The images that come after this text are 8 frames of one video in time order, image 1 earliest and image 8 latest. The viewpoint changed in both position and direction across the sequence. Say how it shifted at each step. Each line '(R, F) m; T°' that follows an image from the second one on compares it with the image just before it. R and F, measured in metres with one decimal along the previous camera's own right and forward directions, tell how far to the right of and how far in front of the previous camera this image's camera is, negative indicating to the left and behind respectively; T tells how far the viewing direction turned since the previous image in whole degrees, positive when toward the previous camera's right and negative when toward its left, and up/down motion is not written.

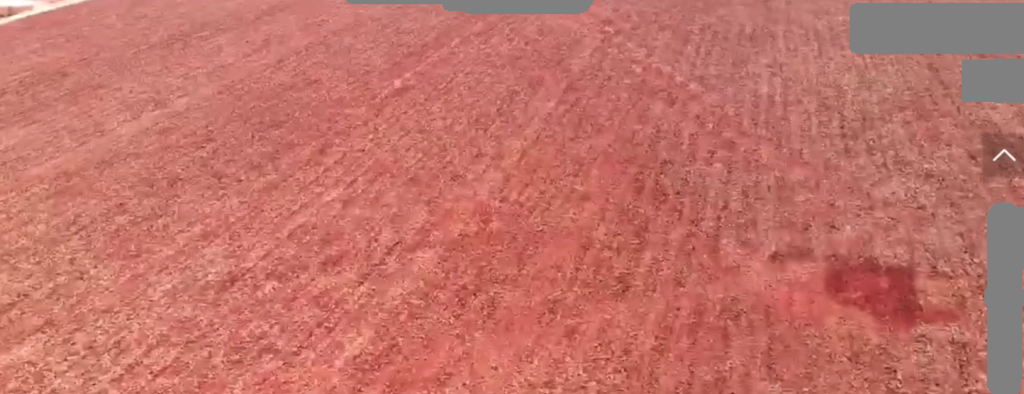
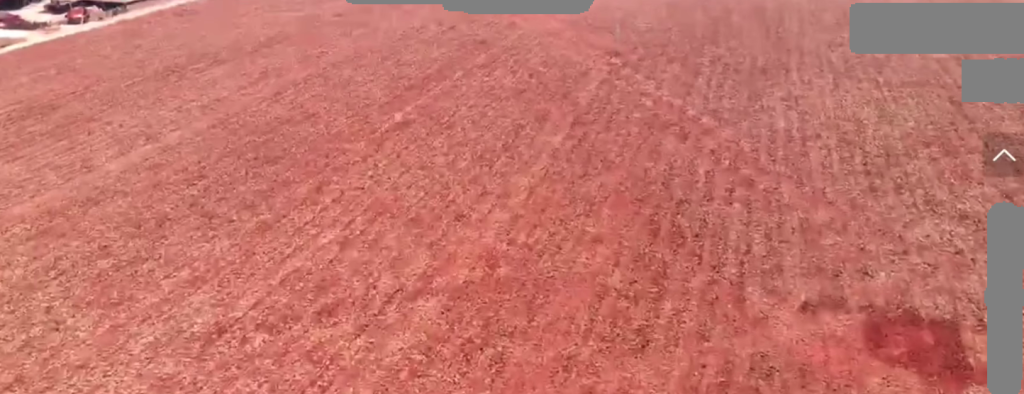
(0.0, +6.5) m; 0°
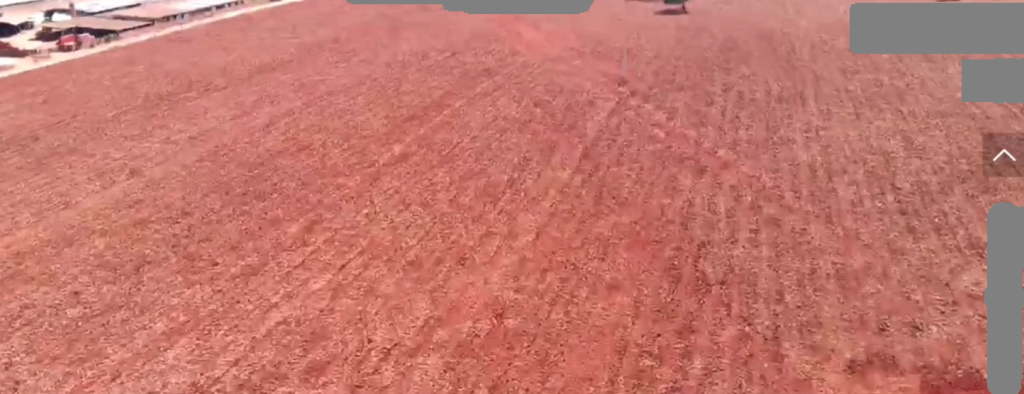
(0.0, +11.9) m; 0°
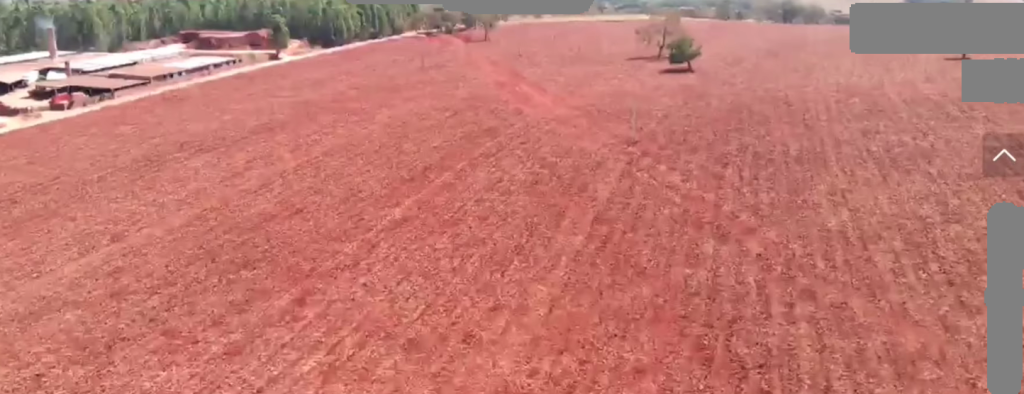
(0.0, +7.2) m; 0°
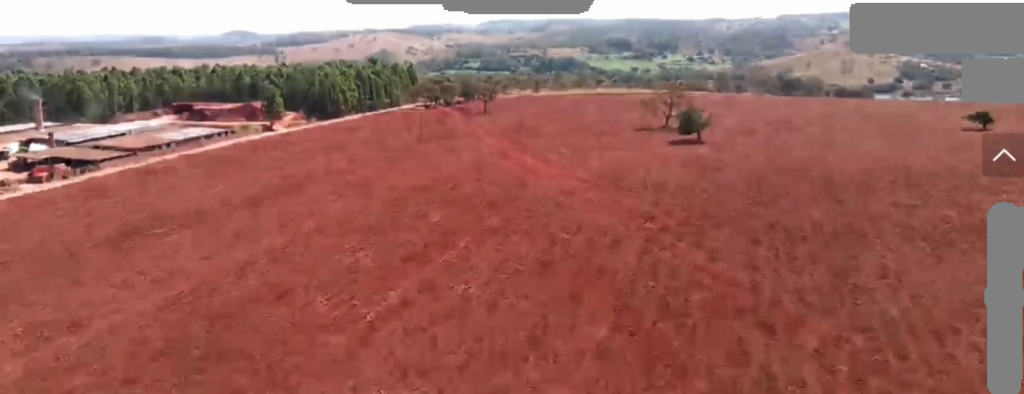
(-0.1, +16.1) m; 0°
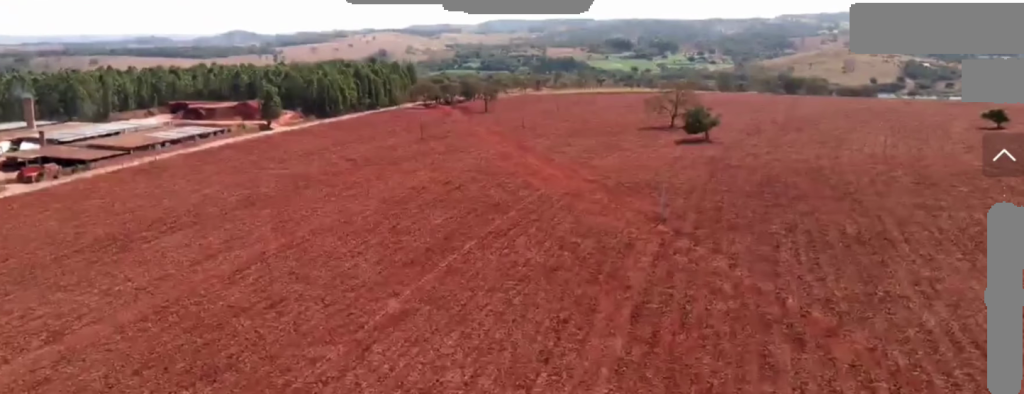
(0.0, +7.0) m; 0°
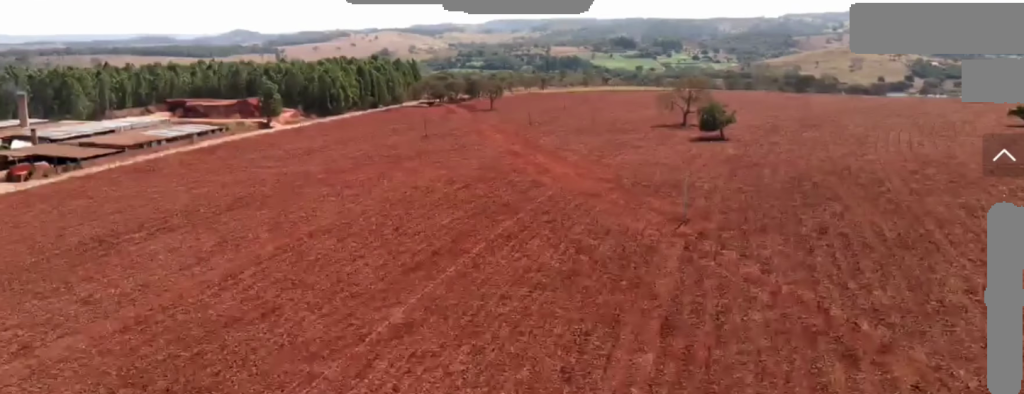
(0.0, +10.2) m; 0°
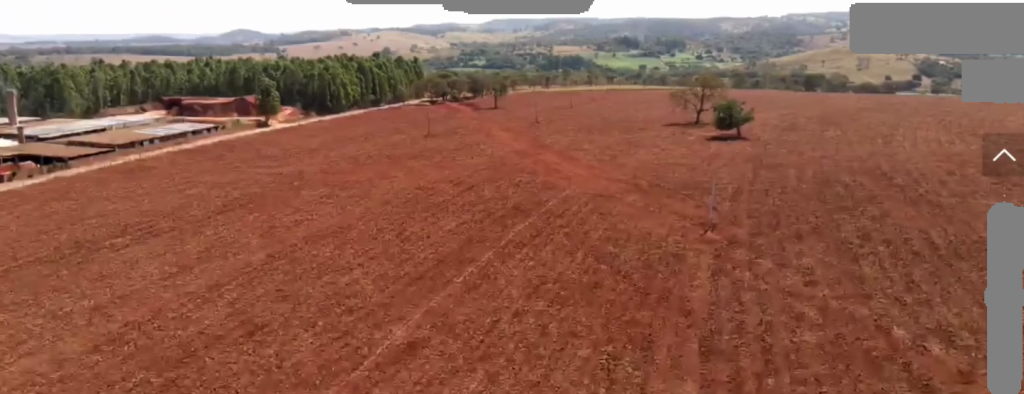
(0.0, +11.6) m; 0°
